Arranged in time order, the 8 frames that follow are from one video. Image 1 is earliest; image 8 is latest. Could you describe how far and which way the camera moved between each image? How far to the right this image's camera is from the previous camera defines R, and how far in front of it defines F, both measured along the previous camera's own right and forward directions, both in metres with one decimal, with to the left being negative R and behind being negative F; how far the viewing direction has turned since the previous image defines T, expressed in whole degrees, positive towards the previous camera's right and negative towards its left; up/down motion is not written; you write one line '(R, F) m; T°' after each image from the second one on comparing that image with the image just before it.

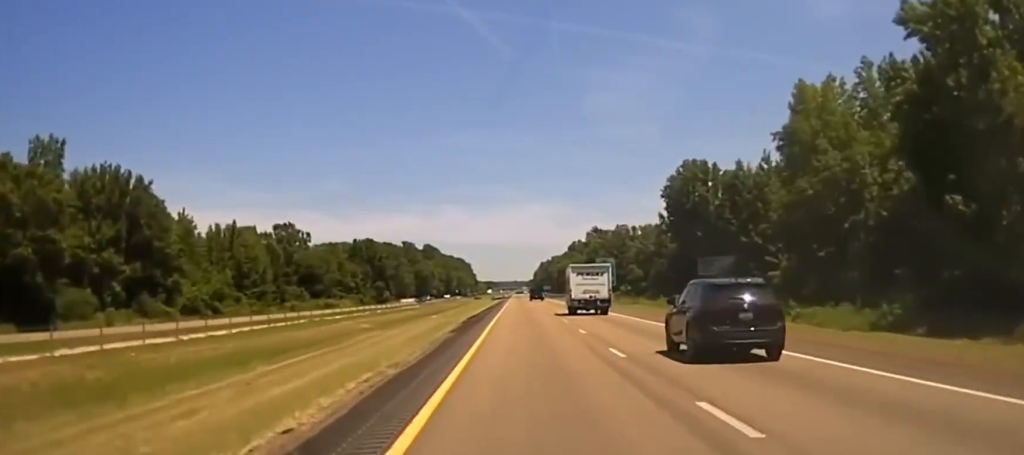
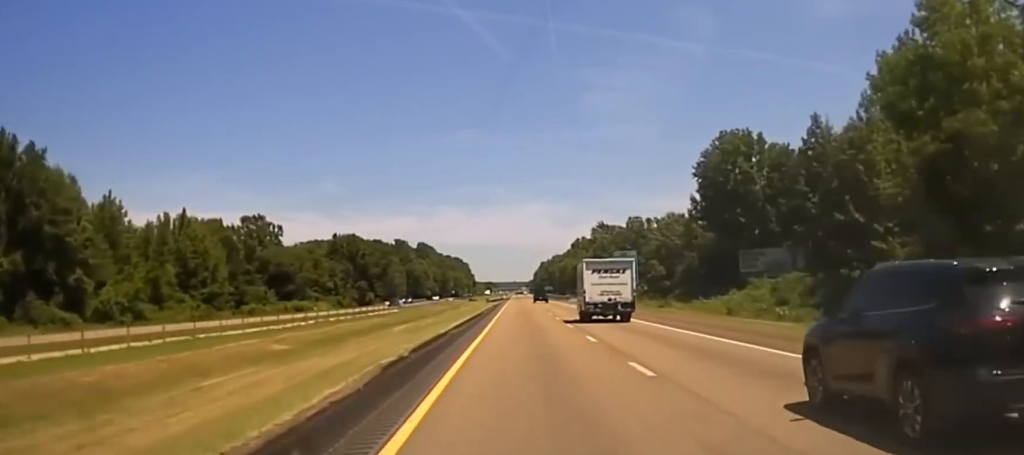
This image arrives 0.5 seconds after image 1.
(-0.2, +28.7) m; 0°
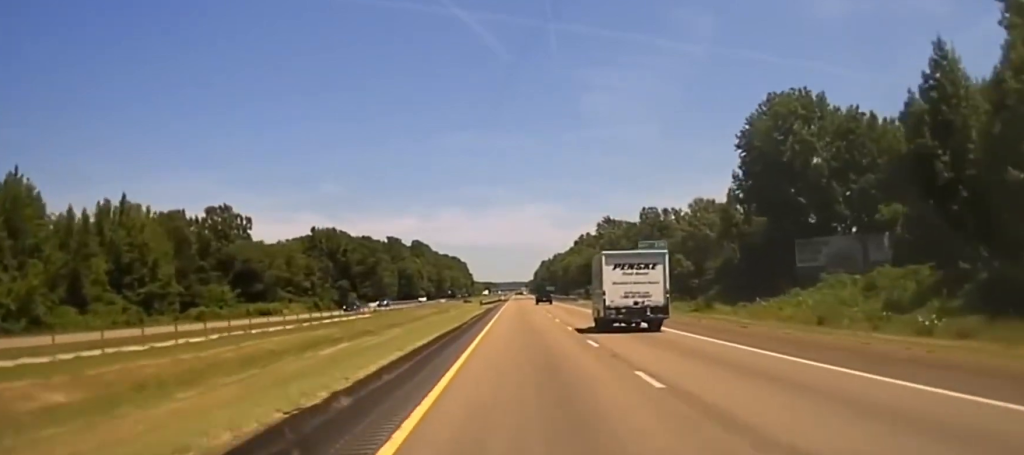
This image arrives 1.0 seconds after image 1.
(-0.2, +24.9) m; 0°
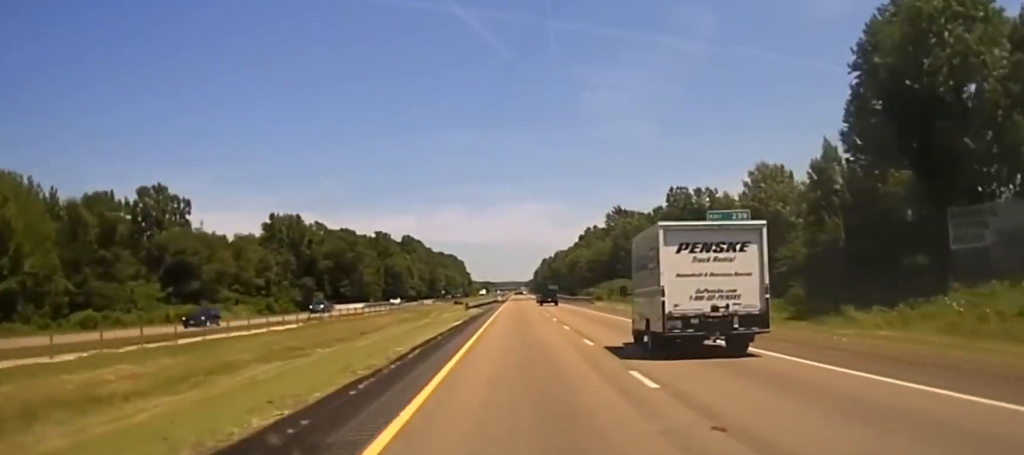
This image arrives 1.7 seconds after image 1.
(+0.2, +33.0) m; 0°
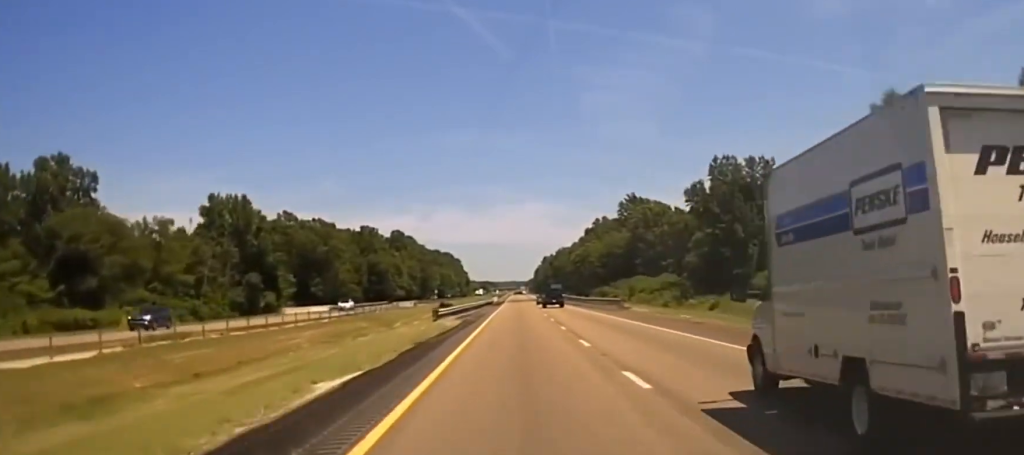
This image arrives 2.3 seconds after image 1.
(-0.1, +32.3) m; 0°
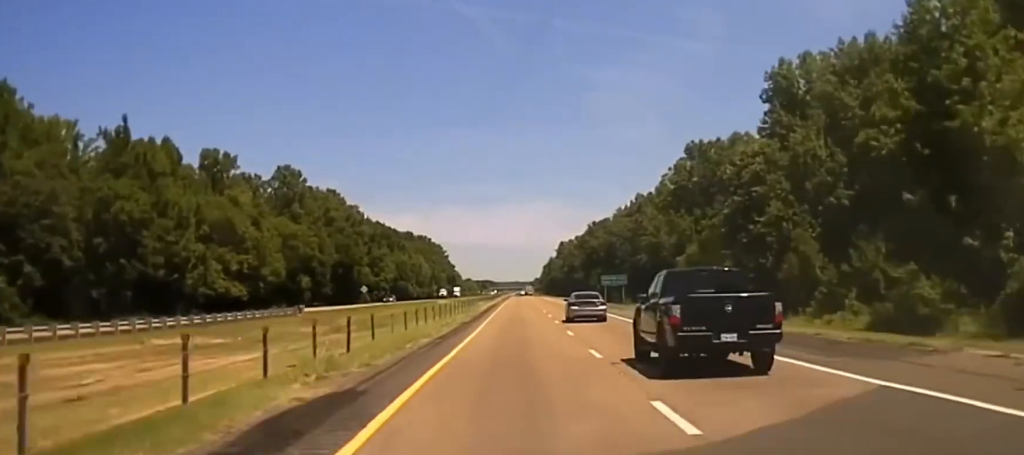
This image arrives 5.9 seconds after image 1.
(-0.6, +207.6) m; -1°
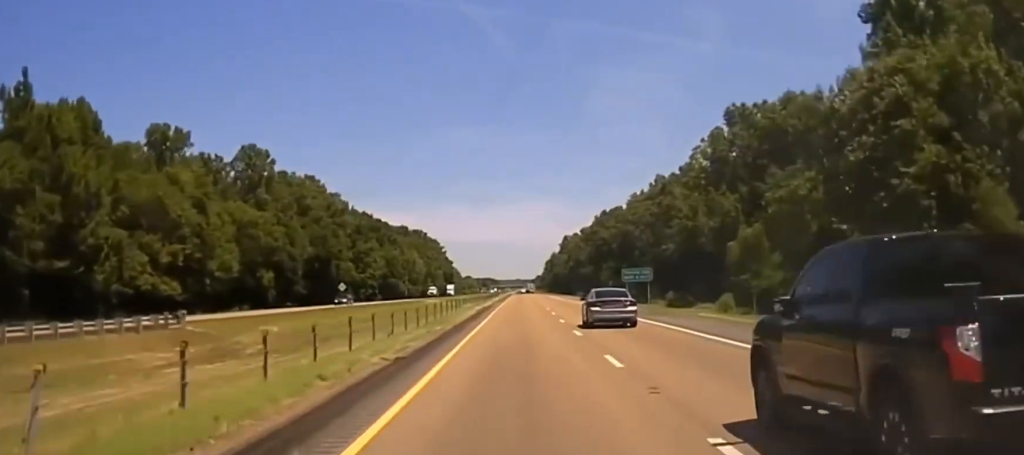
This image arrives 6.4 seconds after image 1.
(-0.2, +28.4) m; 0°
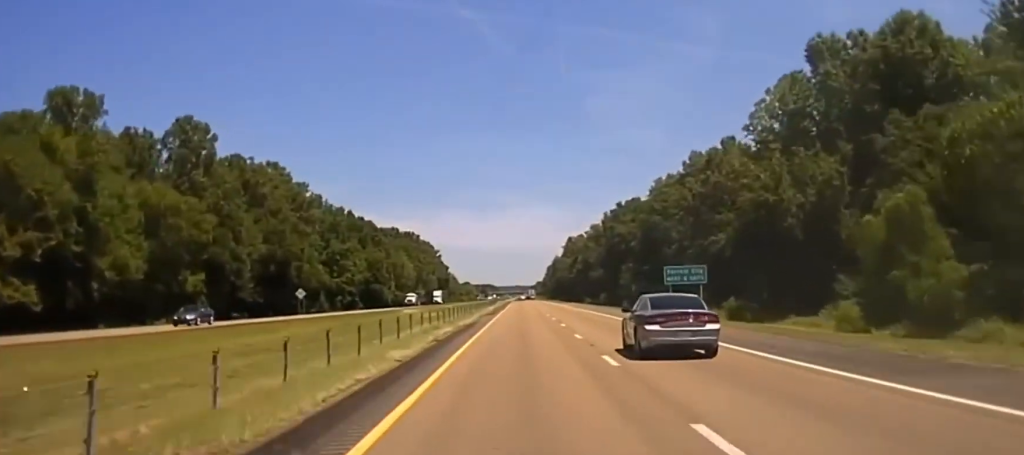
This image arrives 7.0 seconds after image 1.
(-0.3, +38.3) m; 0°
